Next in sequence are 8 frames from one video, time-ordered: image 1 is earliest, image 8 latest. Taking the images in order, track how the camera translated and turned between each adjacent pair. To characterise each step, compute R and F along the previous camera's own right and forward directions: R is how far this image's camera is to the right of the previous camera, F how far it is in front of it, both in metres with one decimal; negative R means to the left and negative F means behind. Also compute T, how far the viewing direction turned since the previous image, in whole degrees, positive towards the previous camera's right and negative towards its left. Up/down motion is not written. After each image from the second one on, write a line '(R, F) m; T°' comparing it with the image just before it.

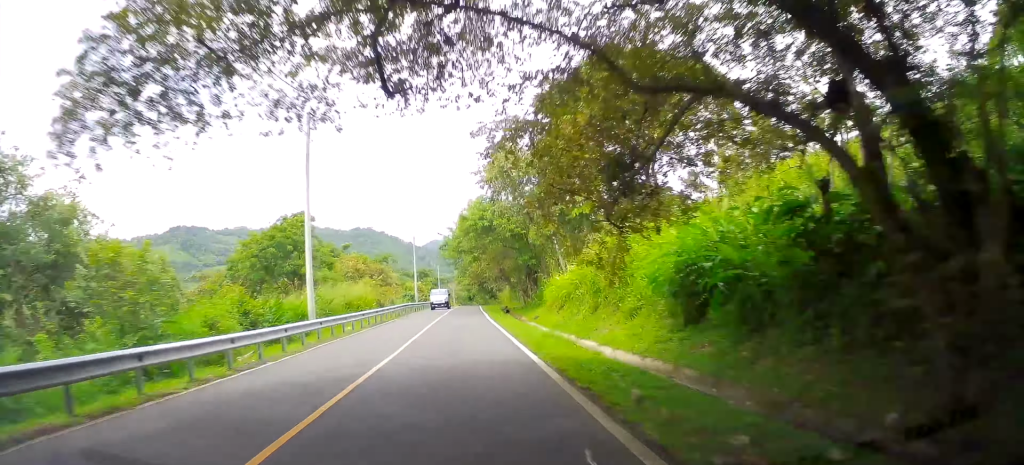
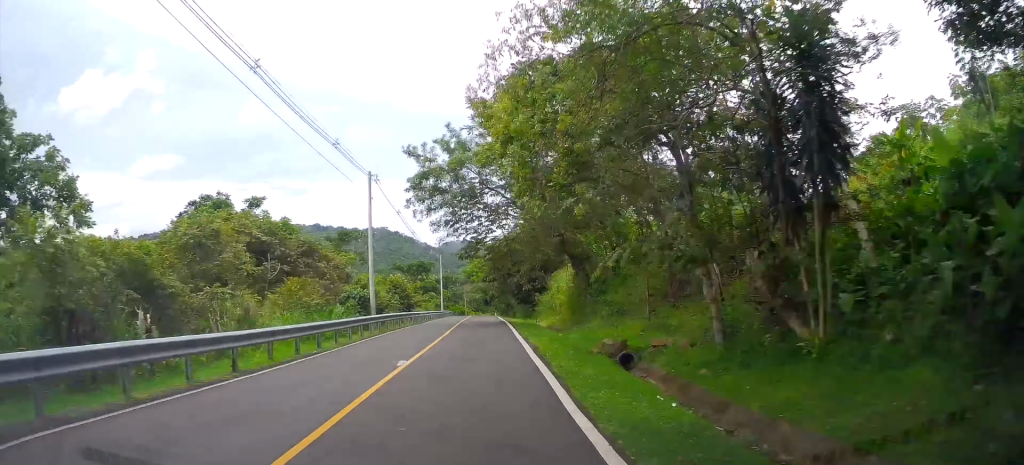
(0.0, +42.8) m; 0°
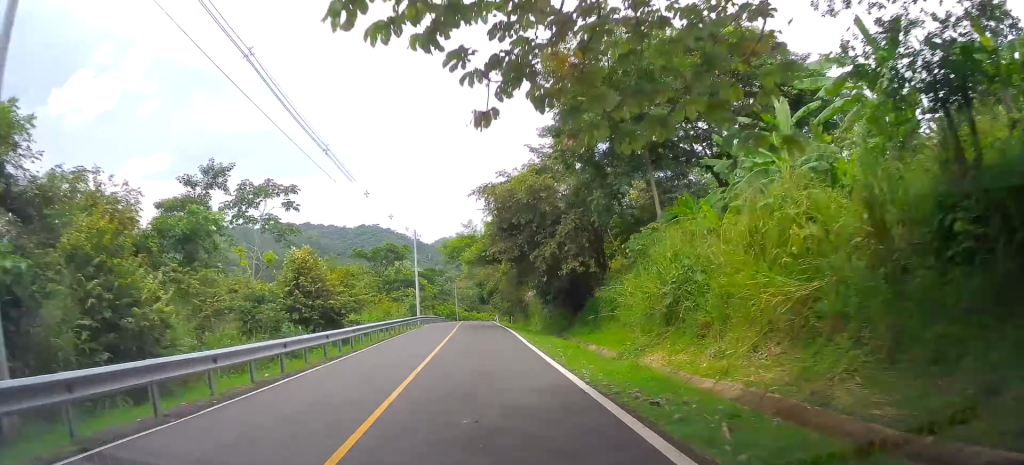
(+0.3, +31.6) m; 0°
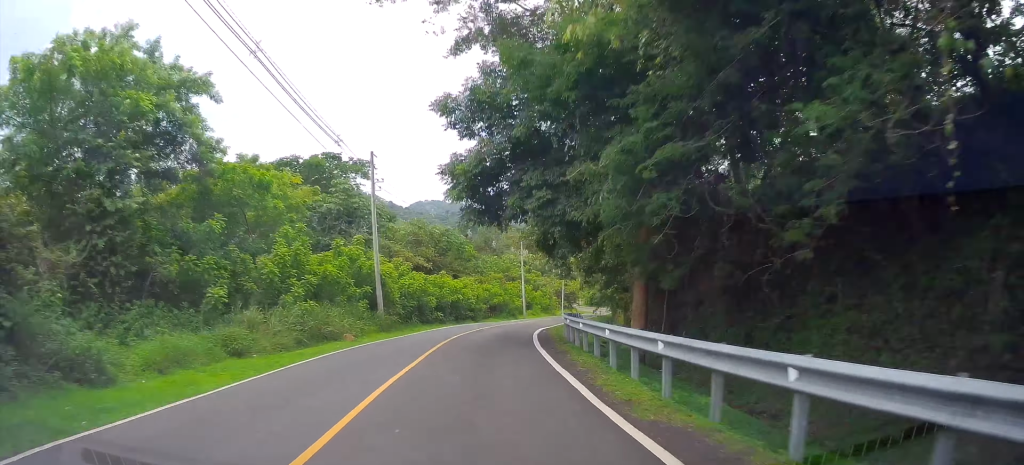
(-1.4, +88.1) m; +2°
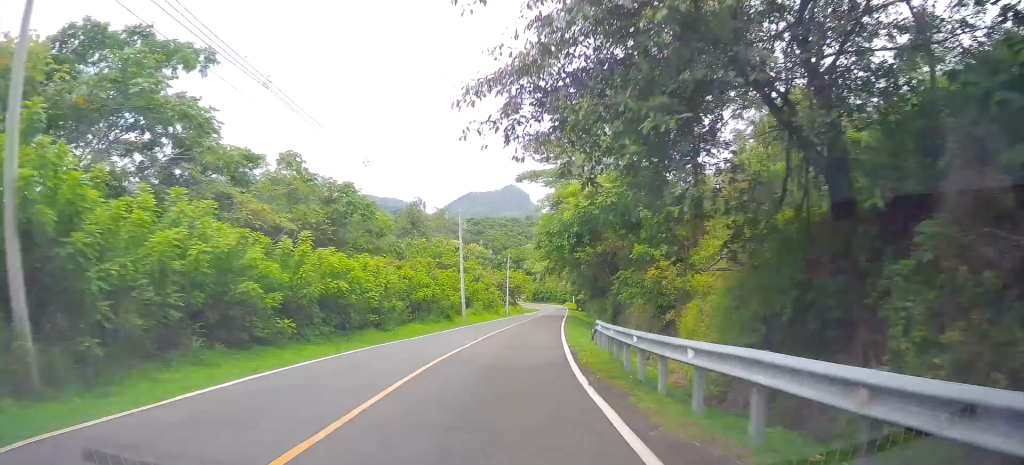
(-0.2, +24.9) m; +3°
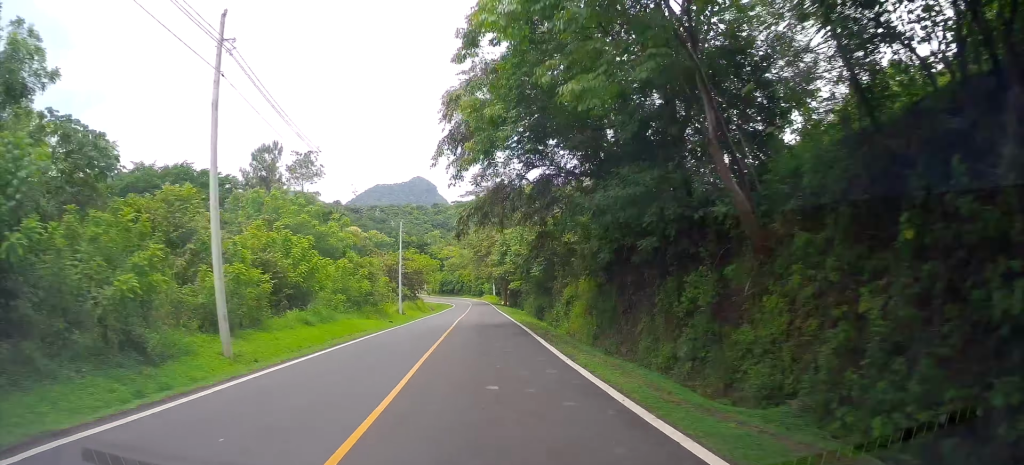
(+2.5, +35.8) m; +5°
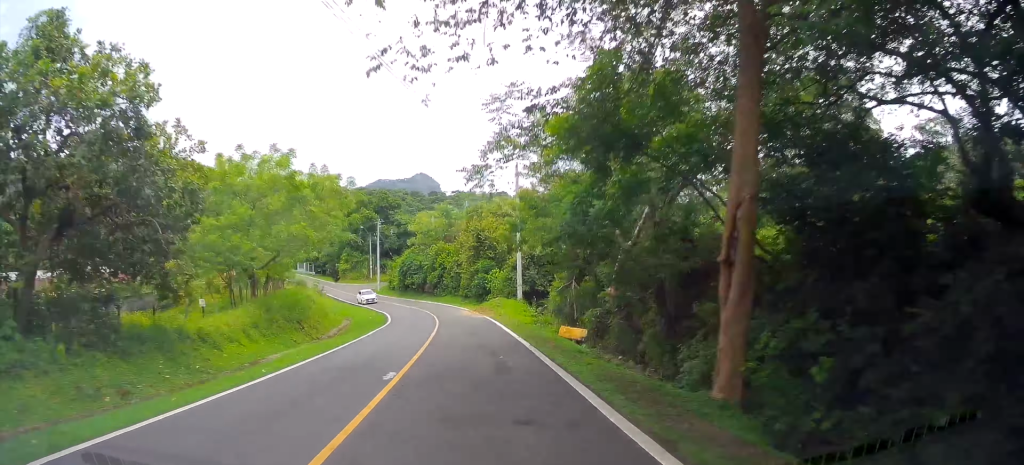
(+4.6, +70.2) m; +5°
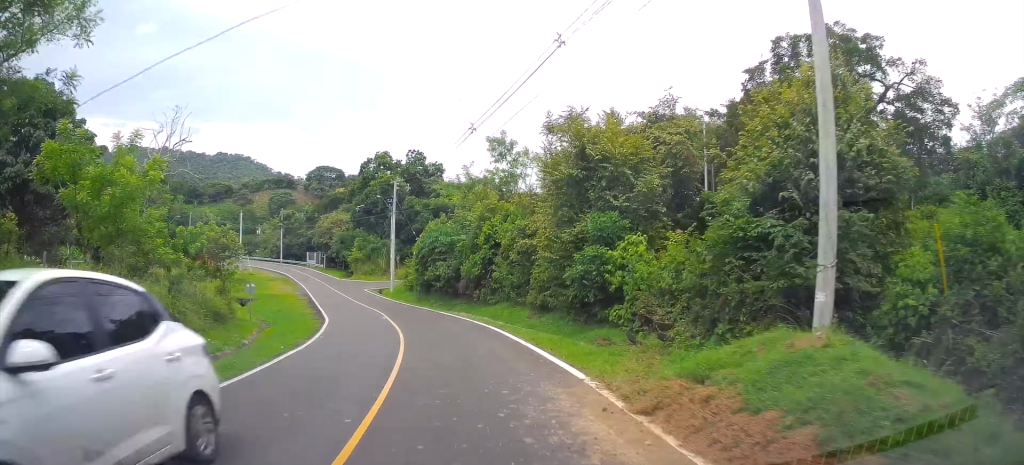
(+0.8, +34.8) m; -3°
